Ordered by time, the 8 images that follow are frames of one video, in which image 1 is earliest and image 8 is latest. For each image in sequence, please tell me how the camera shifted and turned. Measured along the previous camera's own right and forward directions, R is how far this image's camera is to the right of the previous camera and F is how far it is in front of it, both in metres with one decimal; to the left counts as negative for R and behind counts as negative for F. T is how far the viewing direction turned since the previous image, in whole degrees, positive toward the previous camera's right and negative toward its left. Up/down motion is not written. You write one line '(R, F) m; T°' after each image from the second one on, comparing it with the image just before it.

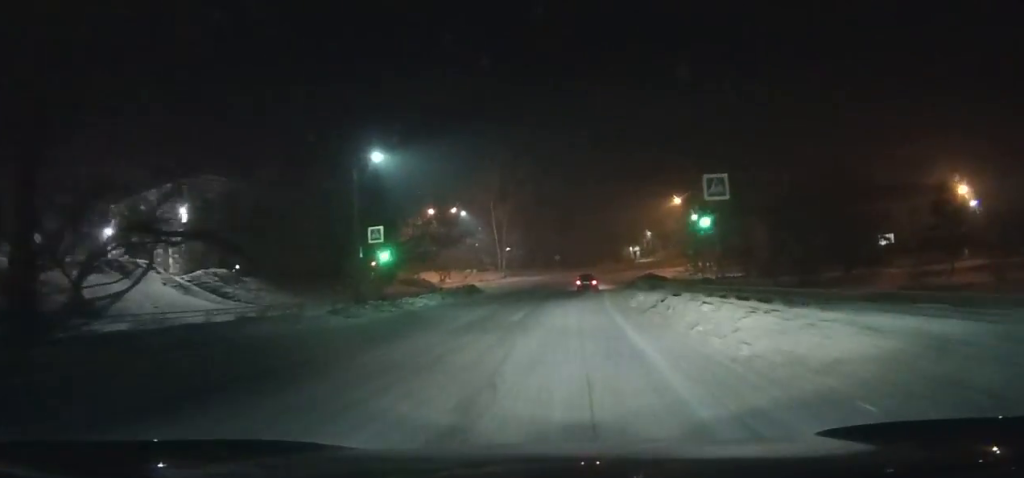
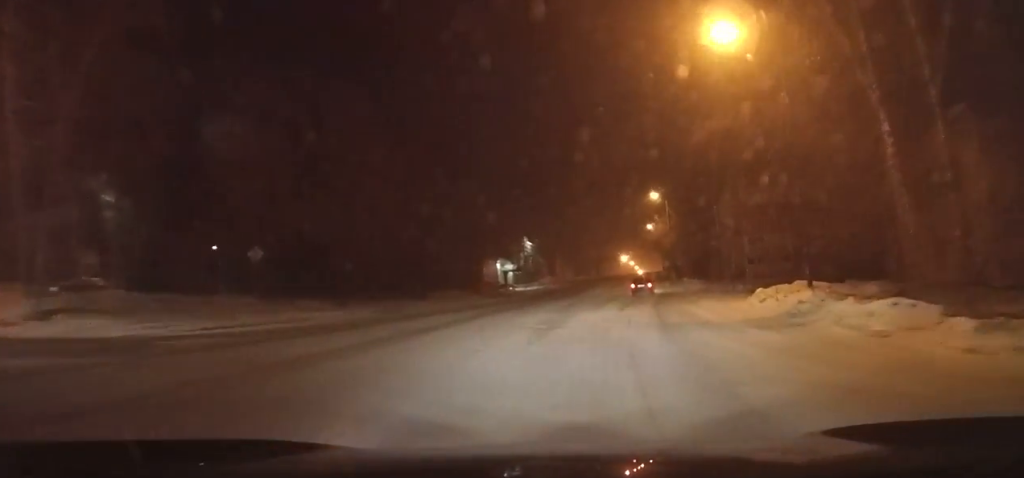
(+4.7, +71.1) m; +13°
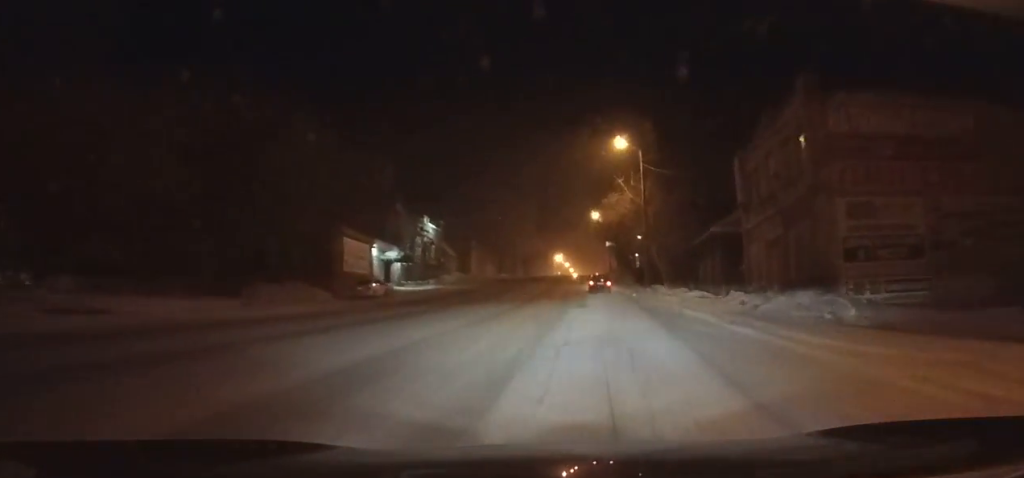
(+2.2, +27.1) m; +7°
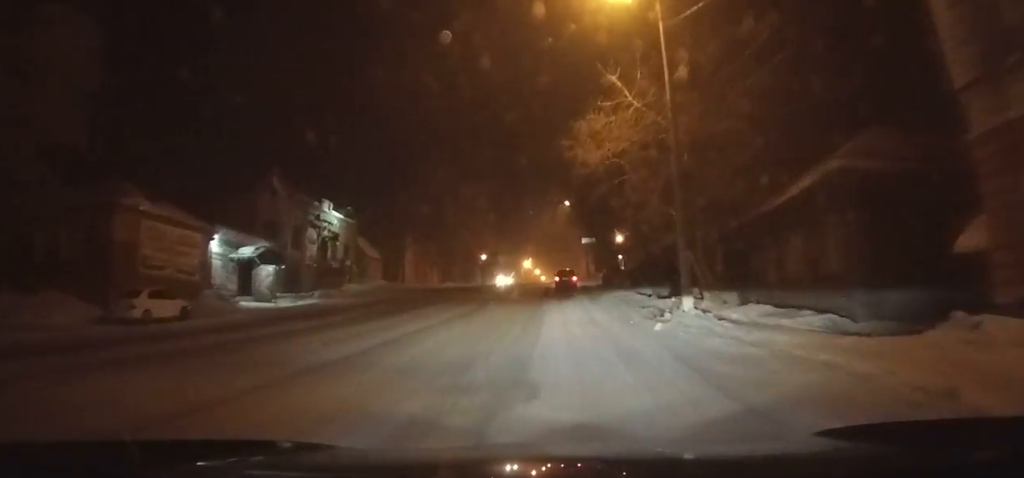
(+1.3, +21.9) m; +3°
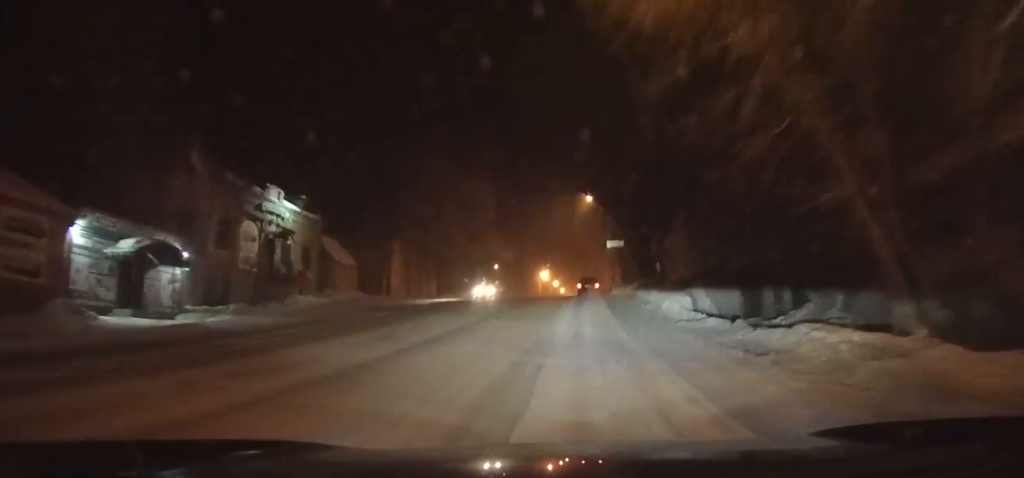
(+0.3, +13.0) m; +1°
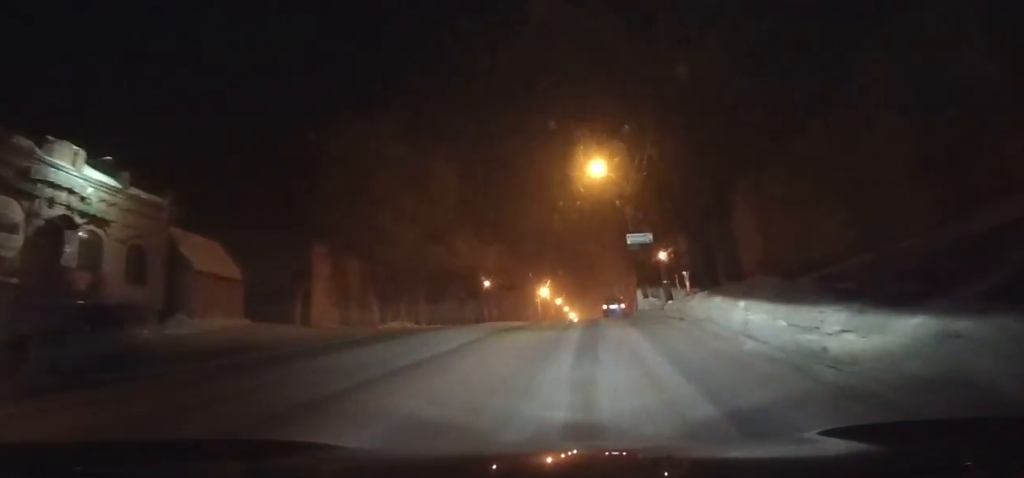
(-0.2, +18.6) m; 0°
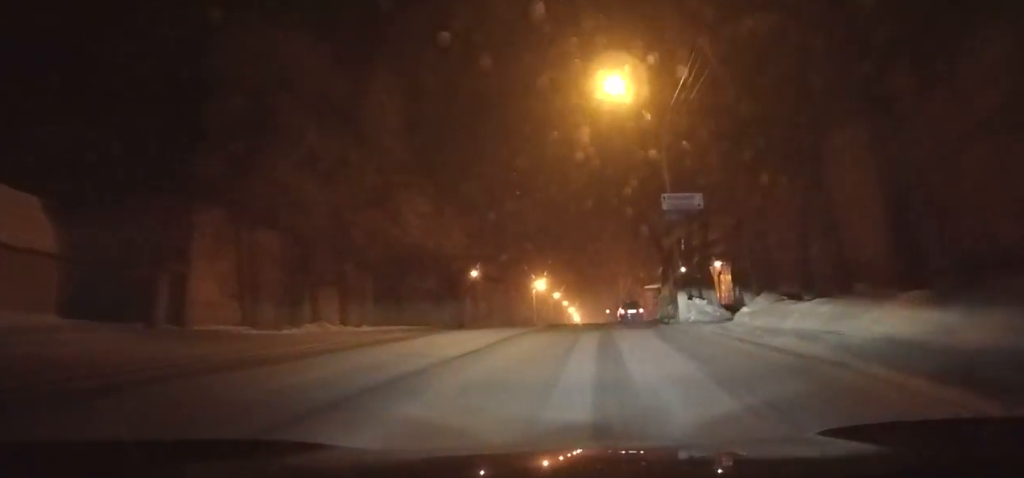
(0.0, +12.6) m; 0°
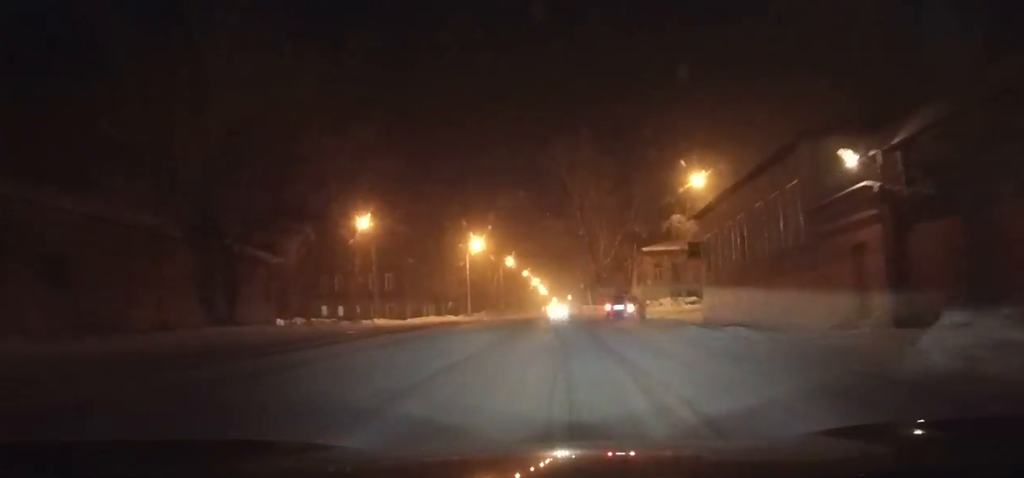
(-0.4, +31.7) m; -2°
